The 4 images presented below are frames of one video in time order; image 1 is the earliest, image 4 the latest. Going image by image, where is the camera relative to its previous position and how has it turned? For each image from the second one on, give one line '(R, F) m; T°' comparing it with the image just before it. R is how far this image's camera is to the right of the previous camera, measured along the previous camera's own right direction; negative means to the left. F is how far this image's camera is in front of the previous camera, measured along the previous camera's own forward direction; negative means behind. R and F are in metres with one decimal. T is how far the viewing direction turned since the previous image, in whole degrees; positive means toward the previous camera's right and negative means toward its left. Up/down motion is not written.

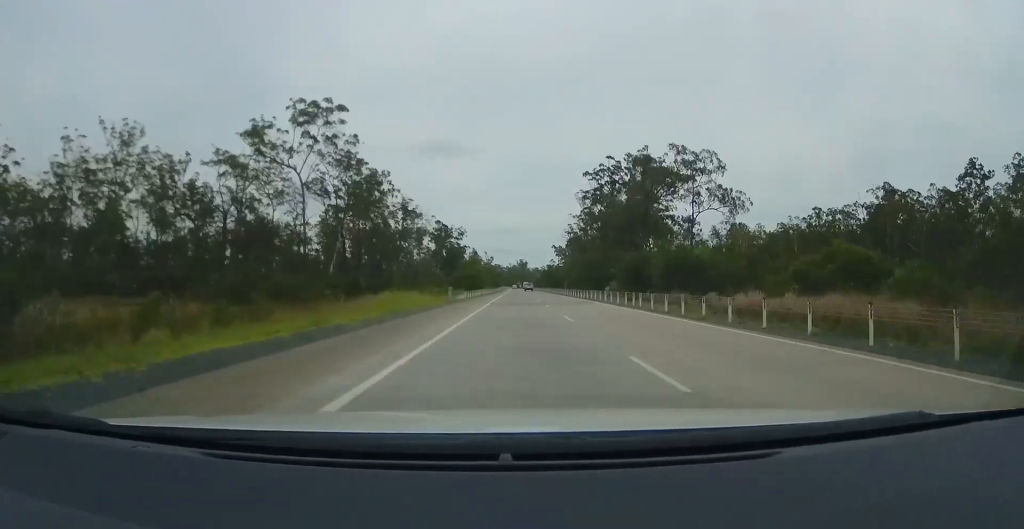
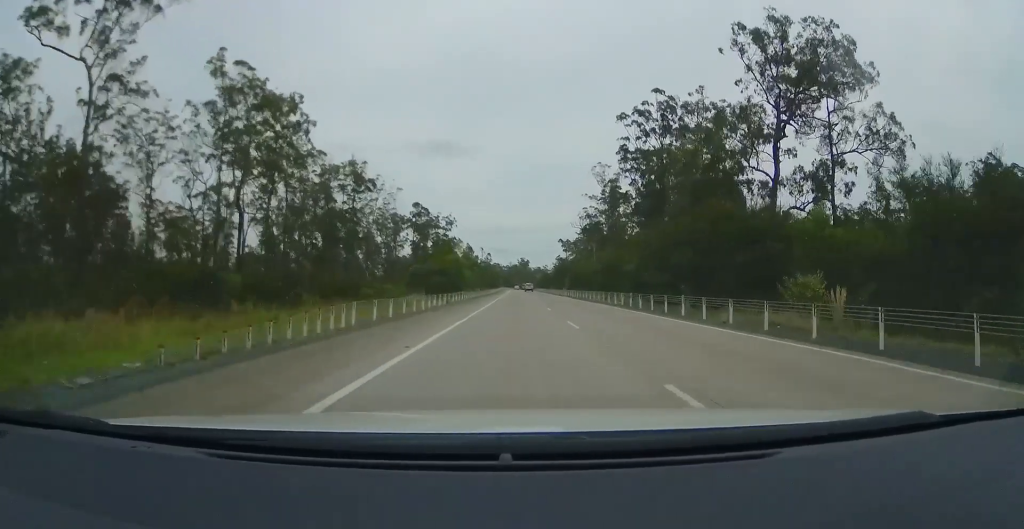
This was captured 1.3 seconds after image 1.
(-0.3, +38.8) m; 0°
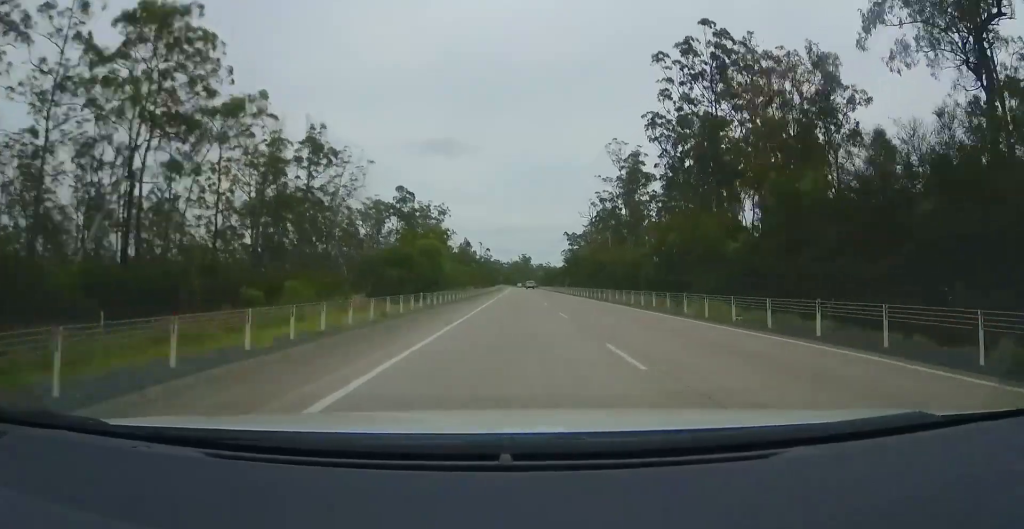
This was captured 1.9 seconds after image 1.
(-0.1, +19.4) m; 0°
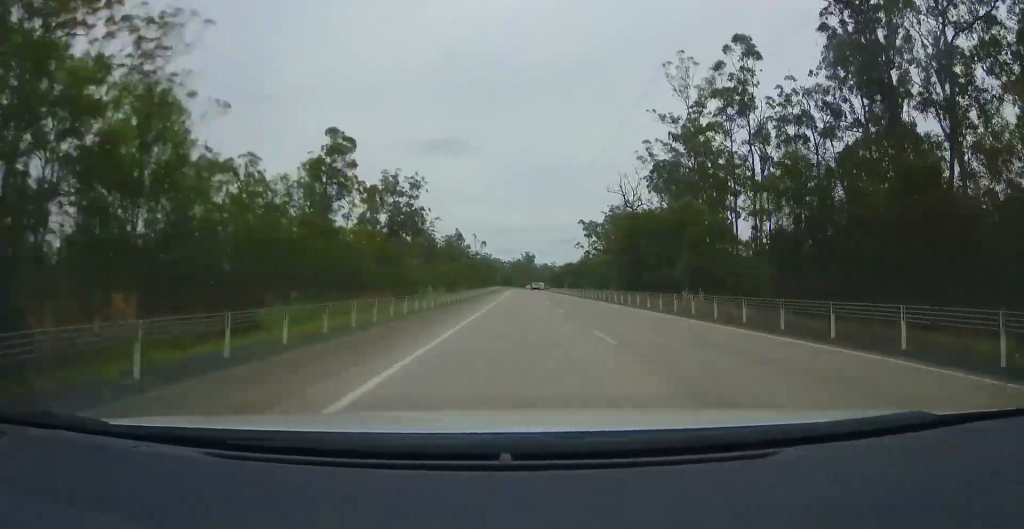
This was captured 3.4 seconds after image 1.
(+0.3, +45.8) m; -1°
